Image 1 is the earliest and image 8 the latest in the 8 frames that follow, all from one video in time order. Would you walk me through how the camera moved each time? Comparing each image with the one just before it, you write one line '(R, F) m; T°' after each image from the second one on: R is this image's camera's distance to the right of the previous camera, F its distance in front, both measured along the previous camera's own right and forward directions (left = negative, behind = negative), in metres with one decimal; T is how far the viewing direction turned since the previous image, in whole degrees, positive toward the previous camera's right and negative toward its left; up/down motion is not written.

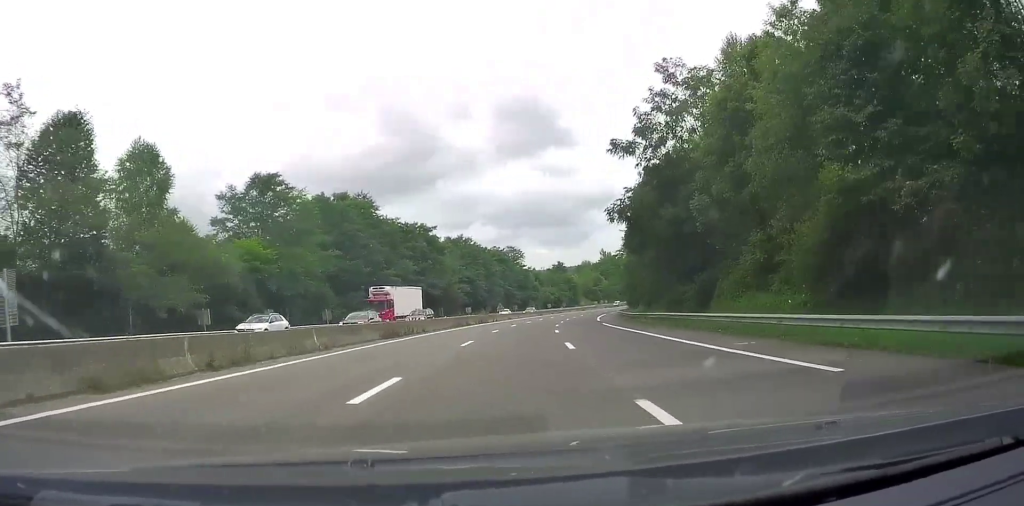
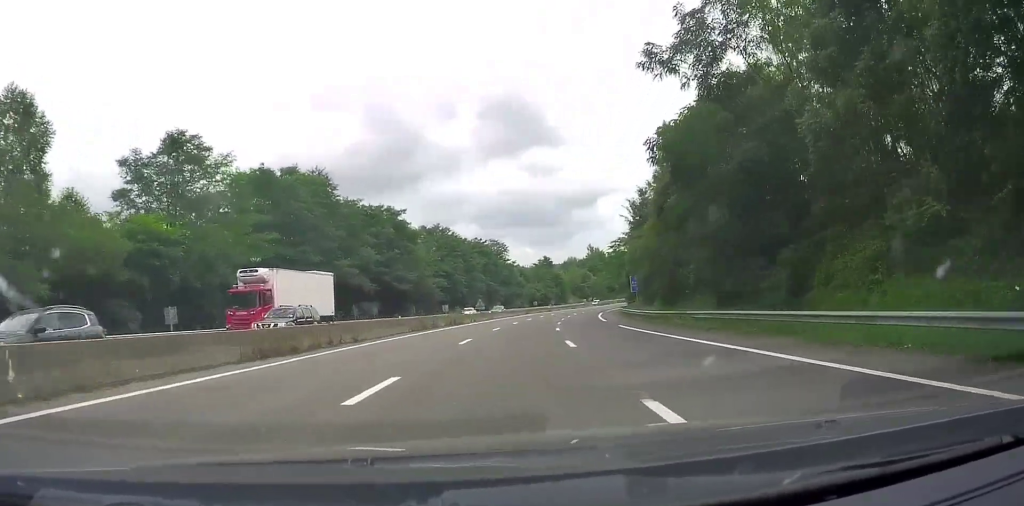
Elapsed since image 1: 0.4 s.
(+0.7, +13.3) m; +1°
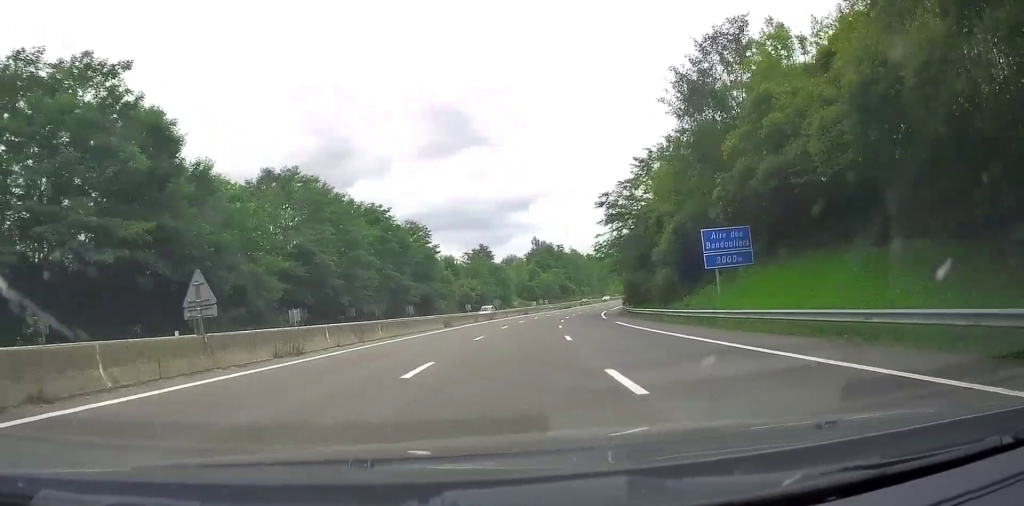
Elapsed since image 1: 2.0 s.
(+1.5, +48.3) m; +4°
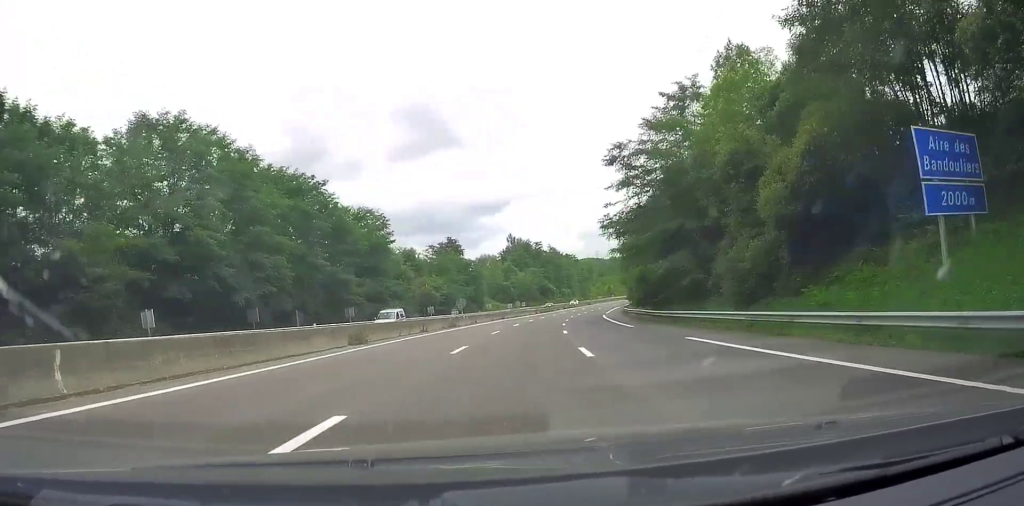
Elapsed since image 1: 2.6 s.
(+0.6, +19.6) m; +3°
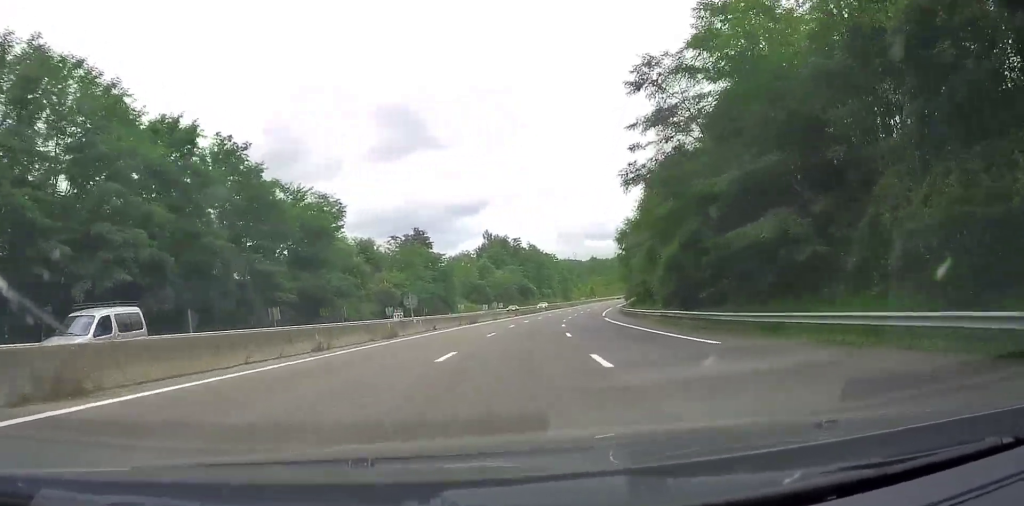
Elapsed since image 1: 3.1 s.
(+0.3, +15.6) m; +2°
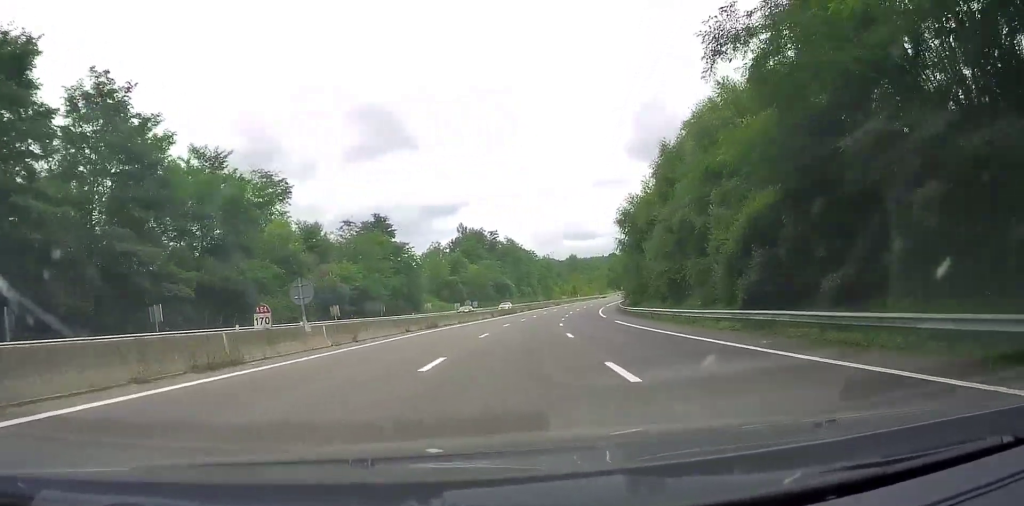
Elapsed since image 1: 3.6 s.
(+0.3, +15.2) m; +2°
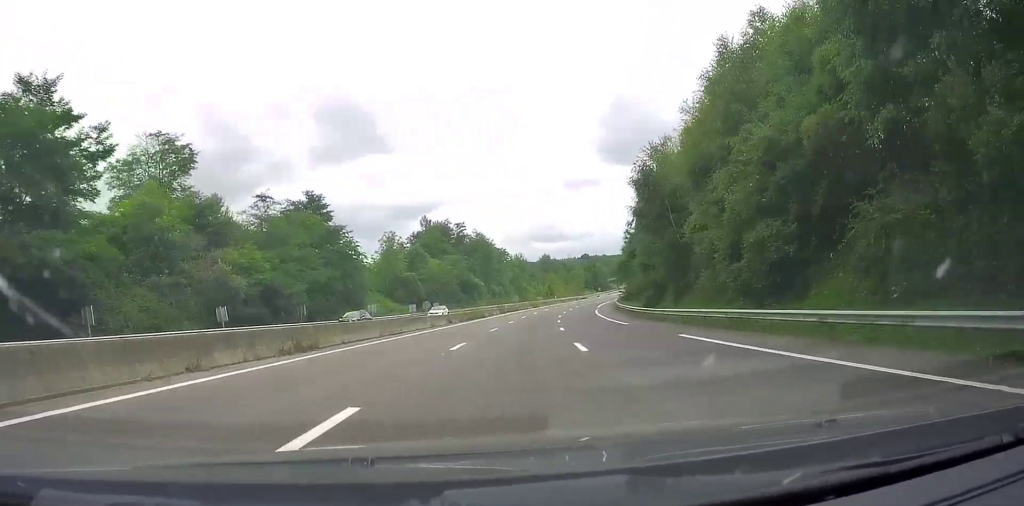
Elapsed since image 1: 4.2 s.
(+0.5, +20.0) m; +3°
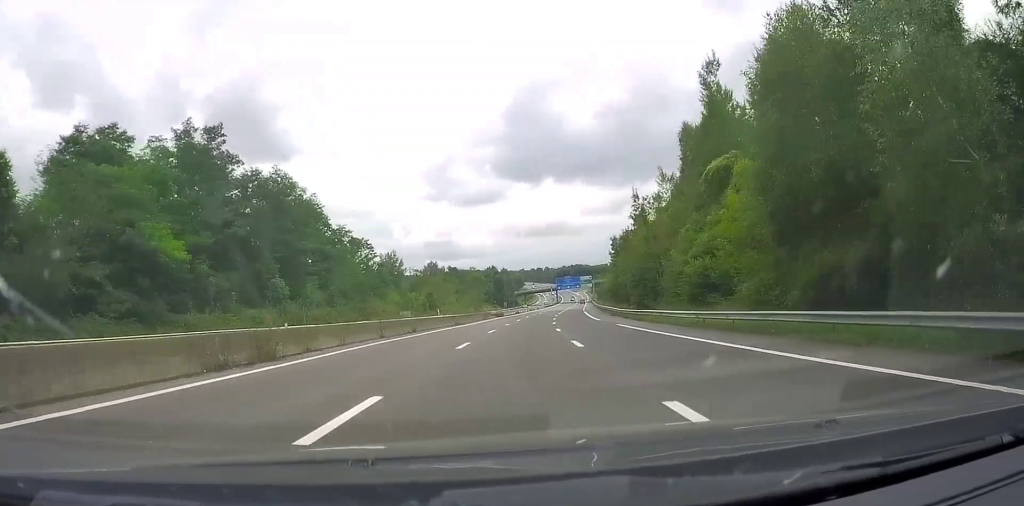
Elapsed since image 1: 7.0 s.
(+10.7, +87.5) m; +12°
